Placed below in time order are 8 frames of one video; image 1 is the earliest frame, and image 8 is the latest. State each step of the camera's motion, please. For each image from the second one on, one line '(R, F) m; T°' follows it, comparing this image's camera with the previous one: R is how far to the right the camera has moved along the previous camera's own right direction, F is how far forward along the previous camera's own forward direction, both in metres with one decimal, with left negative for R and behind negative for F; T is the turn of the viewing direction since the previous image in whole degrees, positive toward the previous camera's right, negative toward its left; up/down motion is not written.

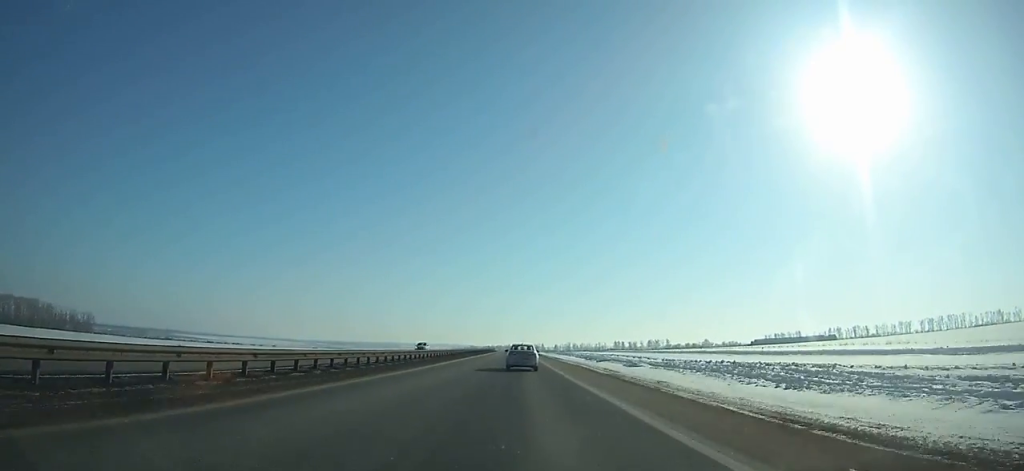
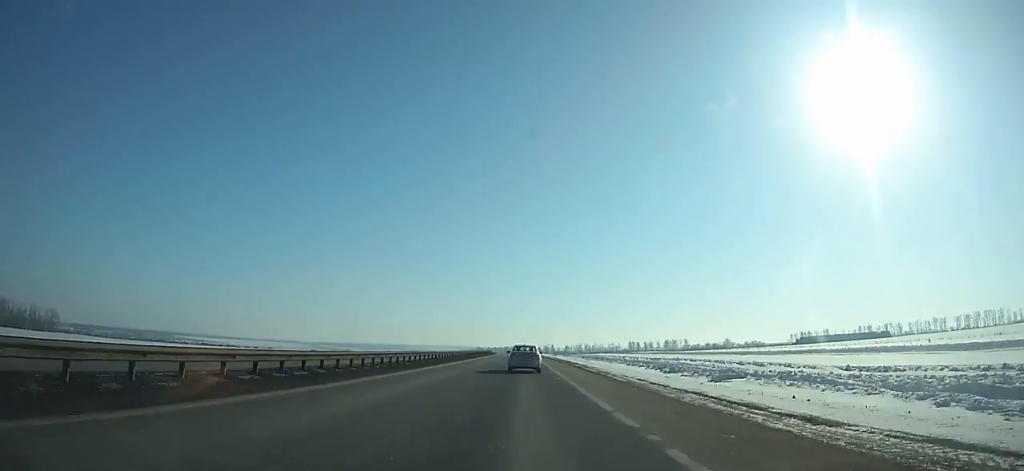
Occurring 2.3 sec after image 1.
(-0.3, +64.5) m; 0°
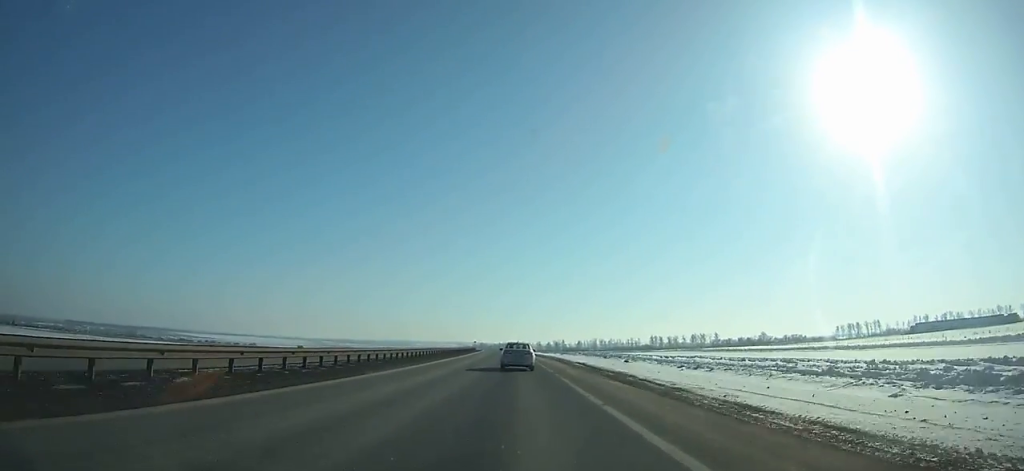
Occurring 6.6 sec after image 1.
(-1.2, +119.1) m; -2°
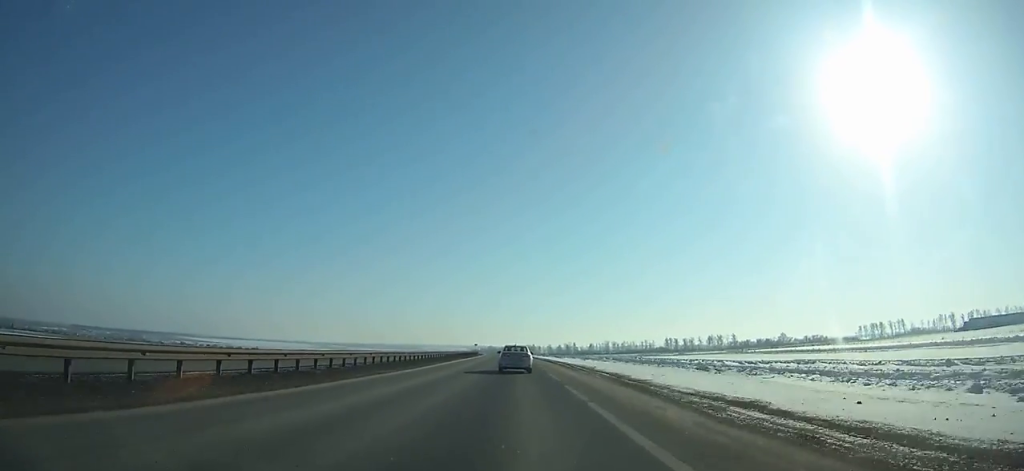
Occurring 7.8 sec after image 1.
(-0.4, +32.9) m; -1°
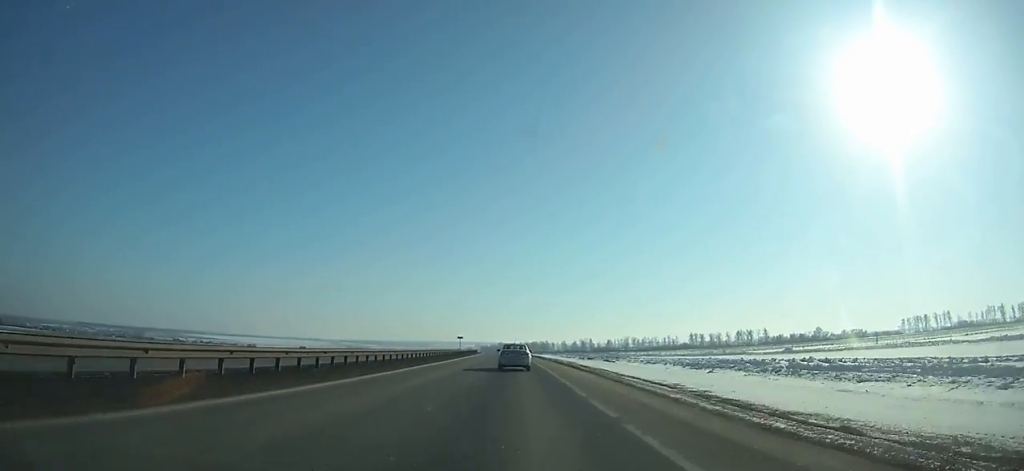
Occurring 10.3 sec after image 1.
(-1.0, +68.1) m; -2°
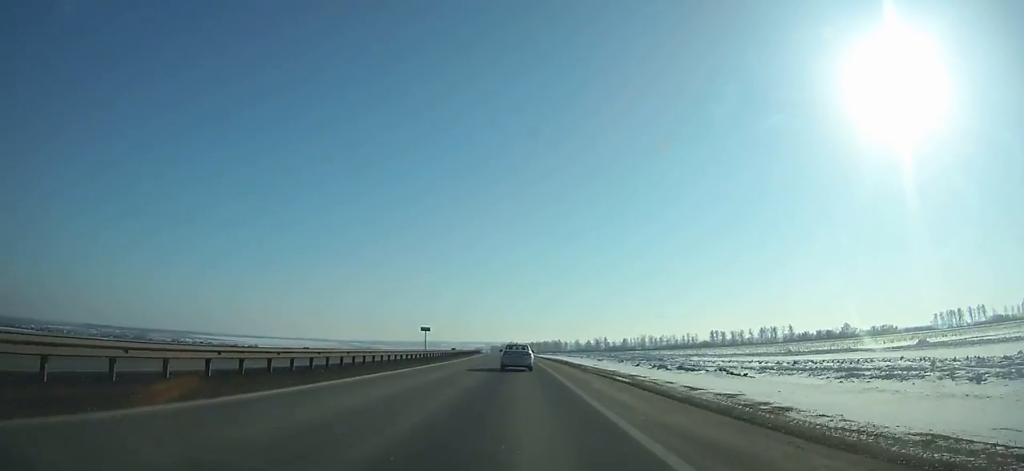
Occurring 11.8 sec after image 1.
(0.0, +40.7) m; -1°
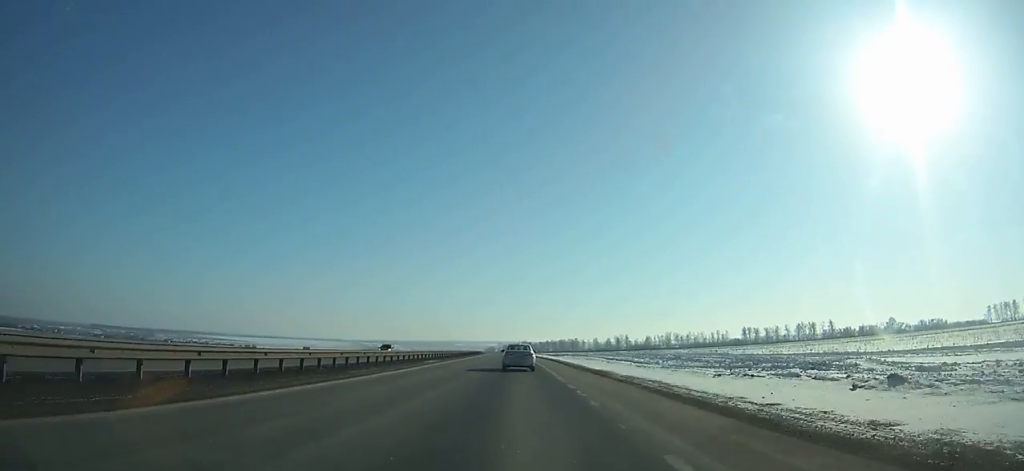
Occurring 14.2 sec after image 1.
(-0.9, +64.6) m; -1°
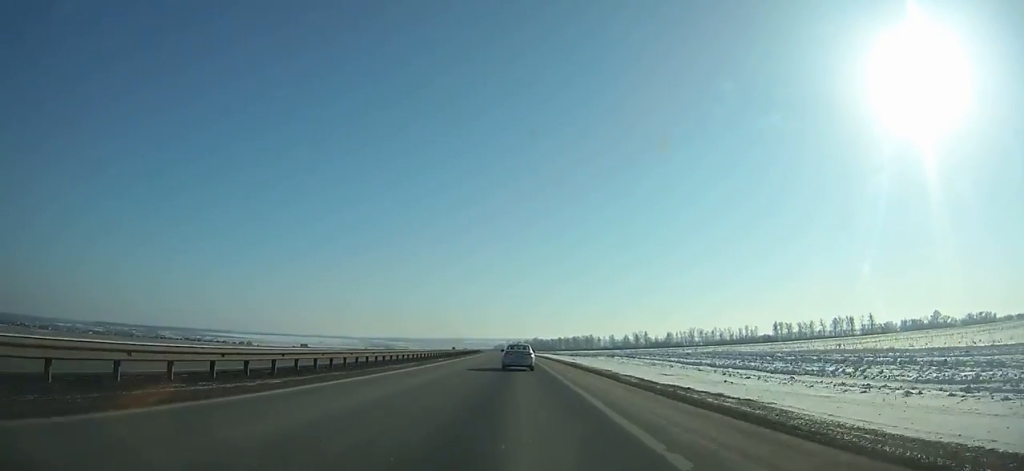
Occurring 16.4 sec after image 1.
(-0.6, +58.7) m; -1°
